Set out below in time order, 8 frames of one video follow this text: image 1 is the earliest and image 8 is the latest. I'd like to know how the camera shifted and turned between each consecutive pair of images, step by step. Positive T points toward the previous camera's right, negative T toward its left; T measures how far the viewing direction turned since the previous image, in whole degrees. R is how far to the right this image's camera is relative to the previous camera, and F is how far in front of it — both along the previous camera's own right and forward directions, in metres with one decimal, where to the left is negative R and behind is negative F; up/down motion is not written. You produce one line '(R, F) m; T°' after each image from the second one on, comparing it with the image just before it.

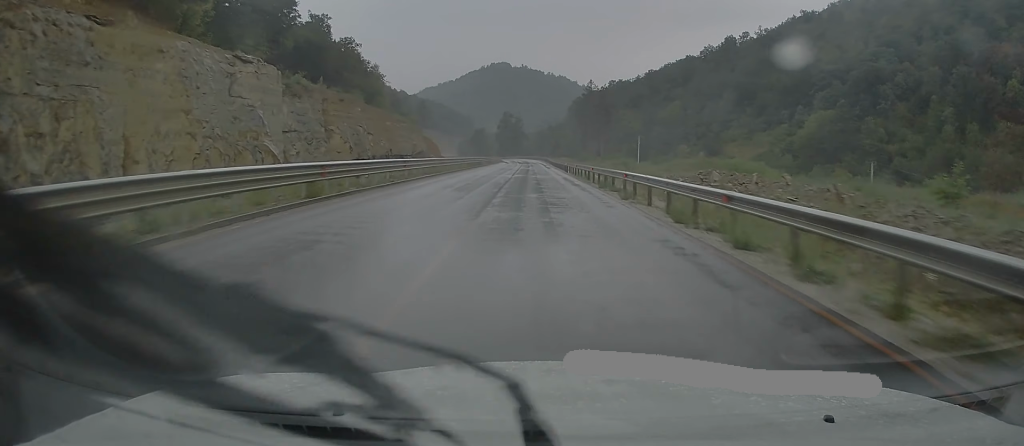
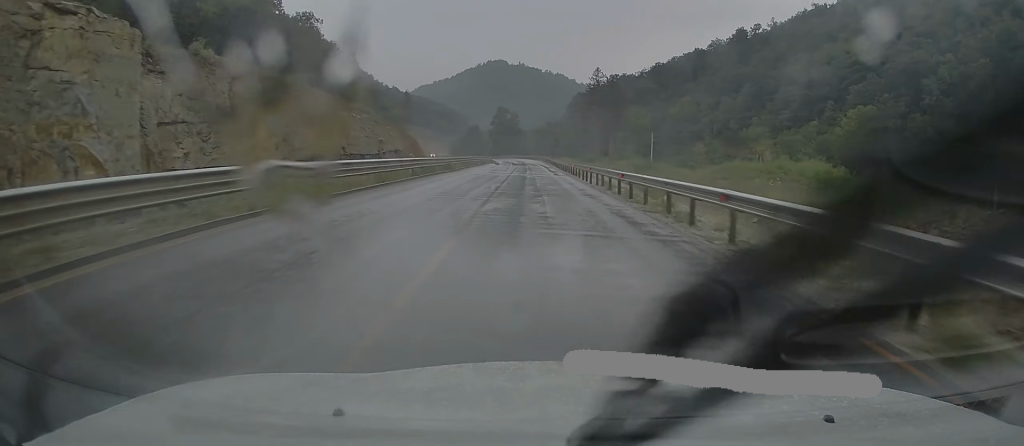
(0.0, +24.0) m; 0°
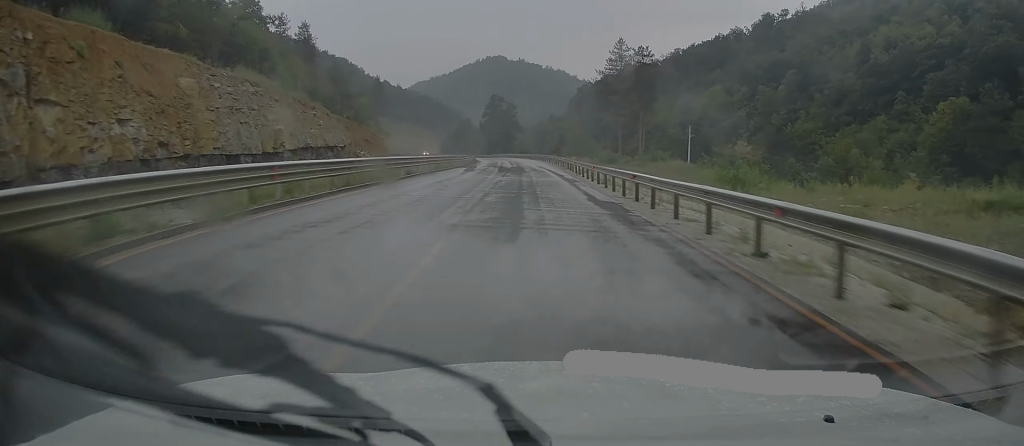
(0.0, +38.4) m; 0°
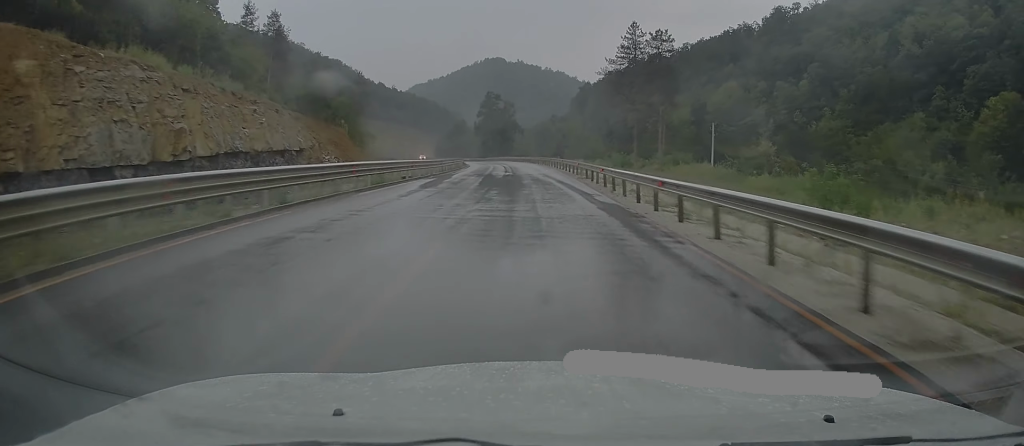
(+0.1, +16.7) m; 0°
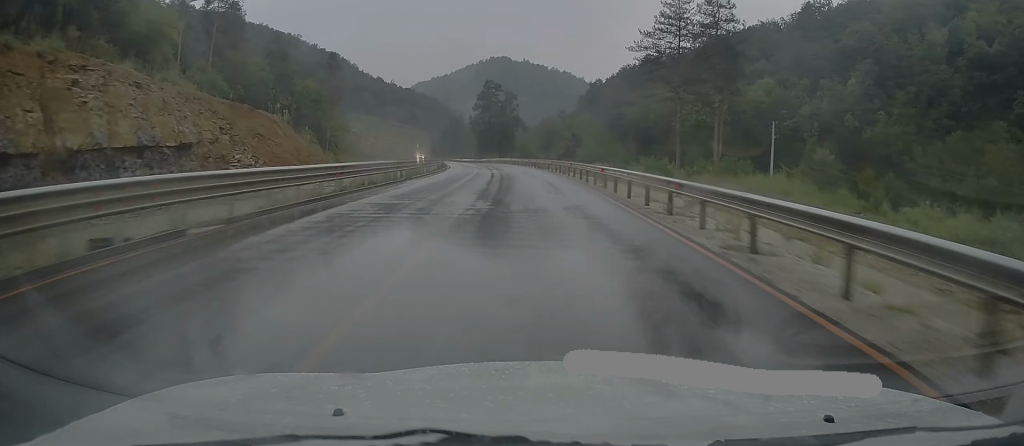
(-0.1, +26.3) m; 0°
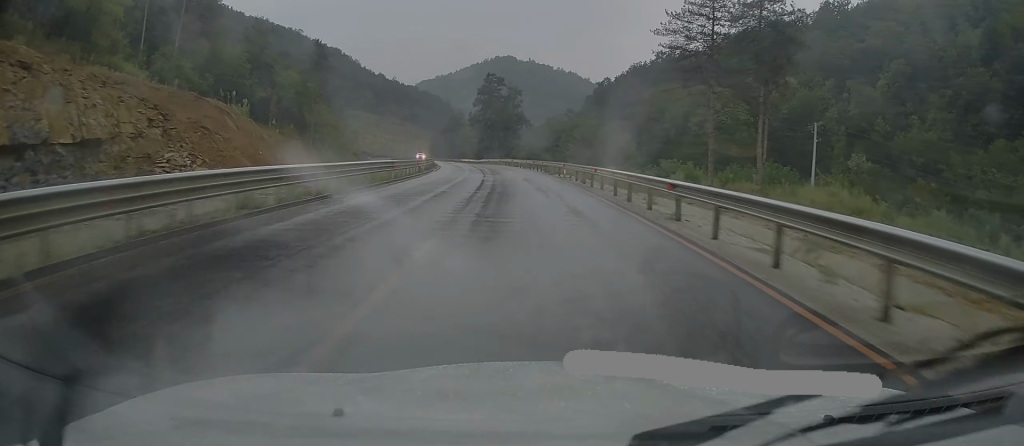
(0.0, +11.9) m; 0°
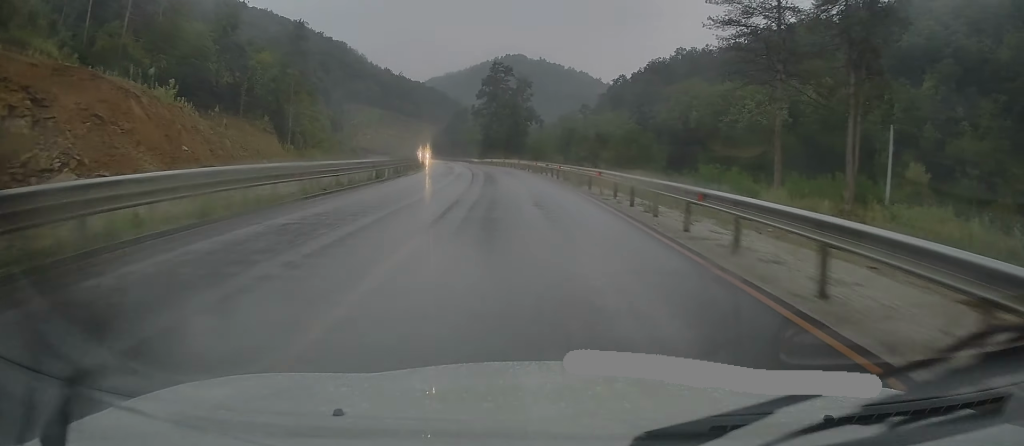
(+0.1, +15.0) m; 0°
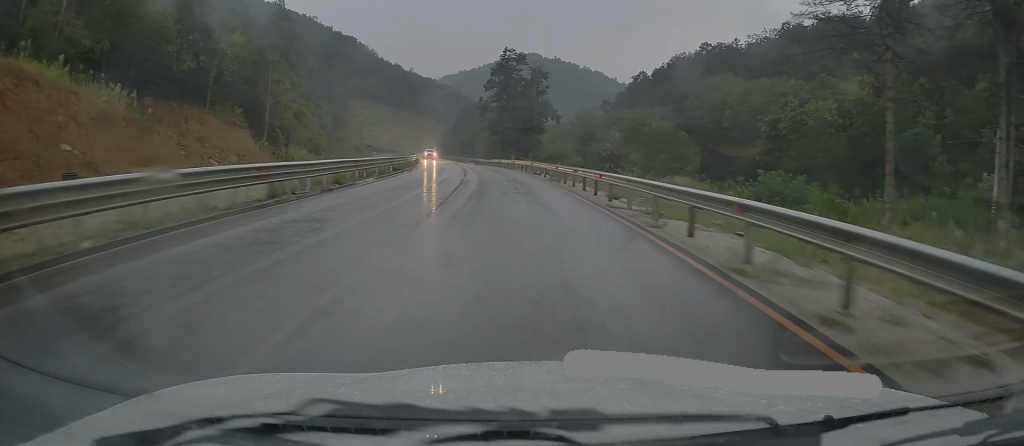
(-0.1, +14.1) m; 0°
